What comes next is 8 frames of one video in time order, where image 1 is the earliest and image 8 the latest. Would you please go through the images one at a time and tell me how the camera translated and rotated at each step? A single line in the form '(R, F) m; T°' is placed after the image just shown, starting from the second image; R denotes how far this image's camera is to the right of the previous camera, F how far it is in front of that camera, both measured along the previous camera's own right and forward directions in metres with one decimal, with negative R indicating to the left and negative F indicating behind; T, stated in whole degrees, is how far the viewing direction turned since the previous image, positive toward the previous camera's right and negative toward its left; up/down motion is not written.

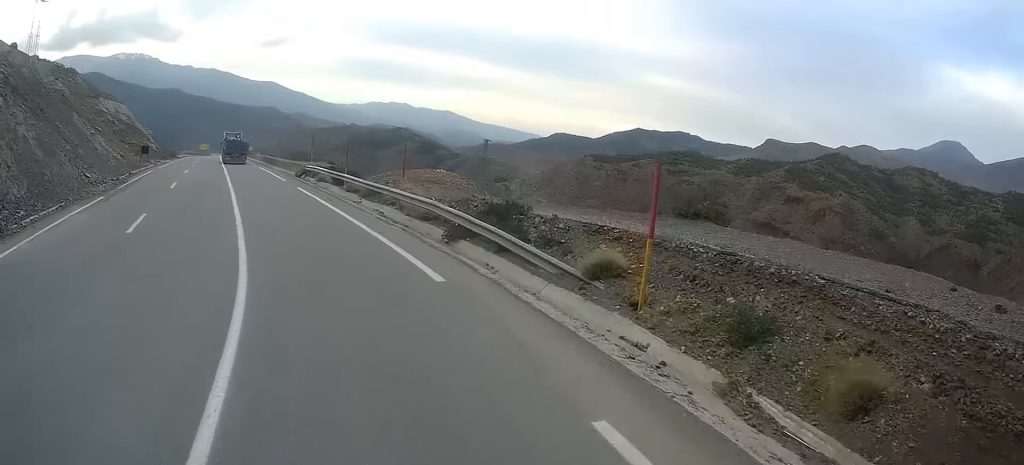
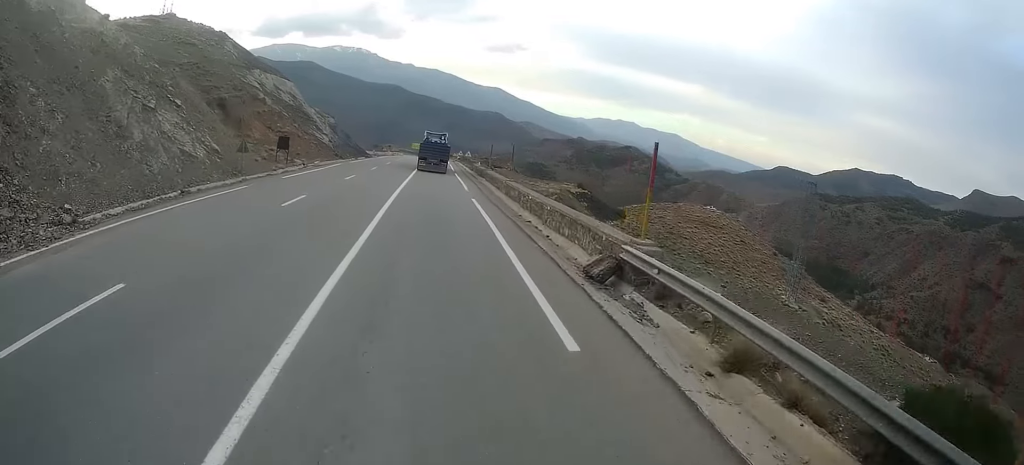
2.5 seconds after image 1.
(-5.8, +26.9) m; -20°
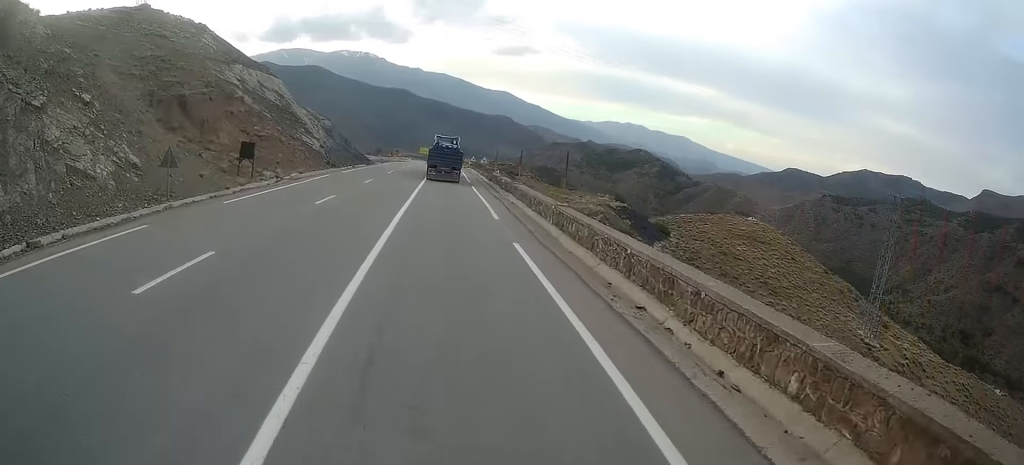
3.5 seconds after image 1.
(-0.3, +11.0) m; 0°
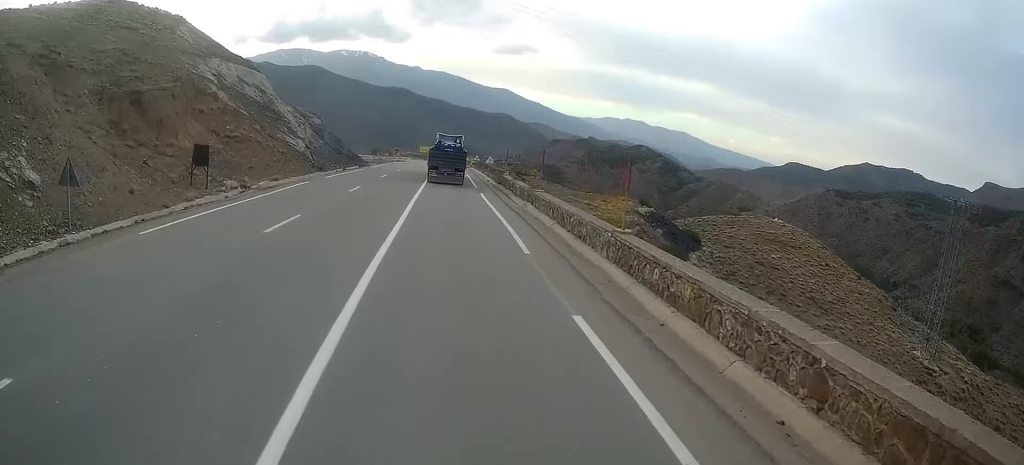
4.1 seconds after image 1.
(+0.2, +7.0) m; 0°
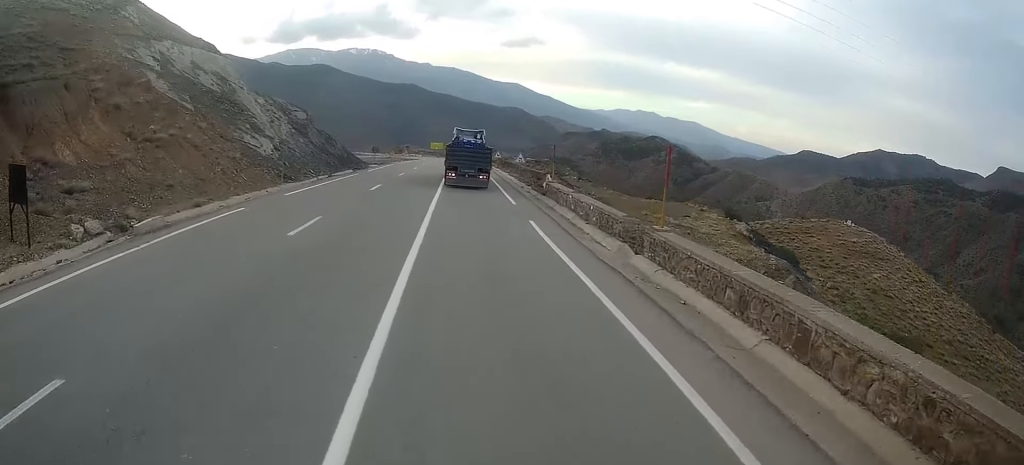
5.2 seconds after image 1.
(-0.2, +14.0) m; -3°
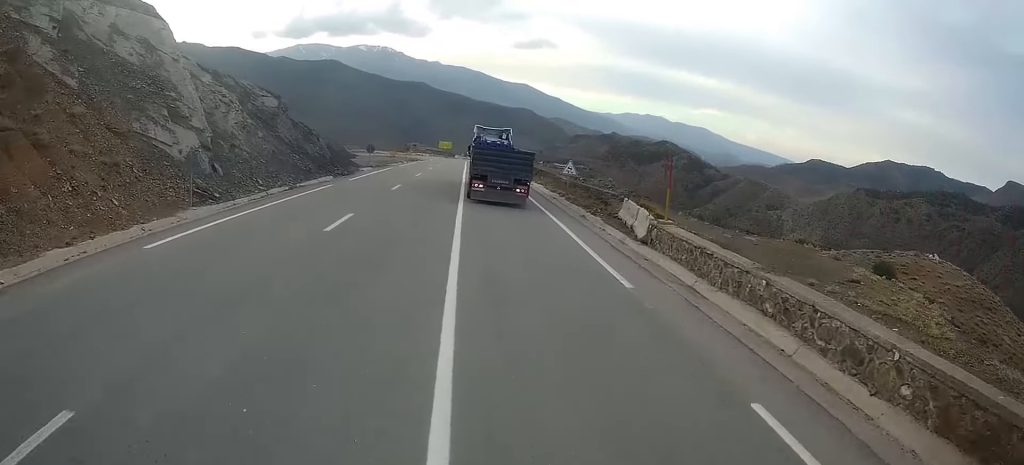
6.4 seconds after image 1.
(-0.4, +14.6) m; -2°
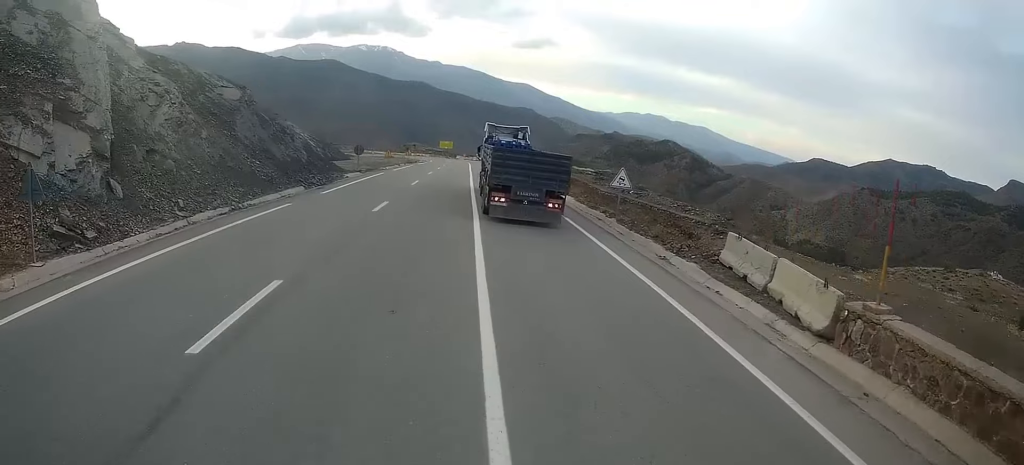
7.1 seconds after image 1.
(0.0, +9.4) m; 0°
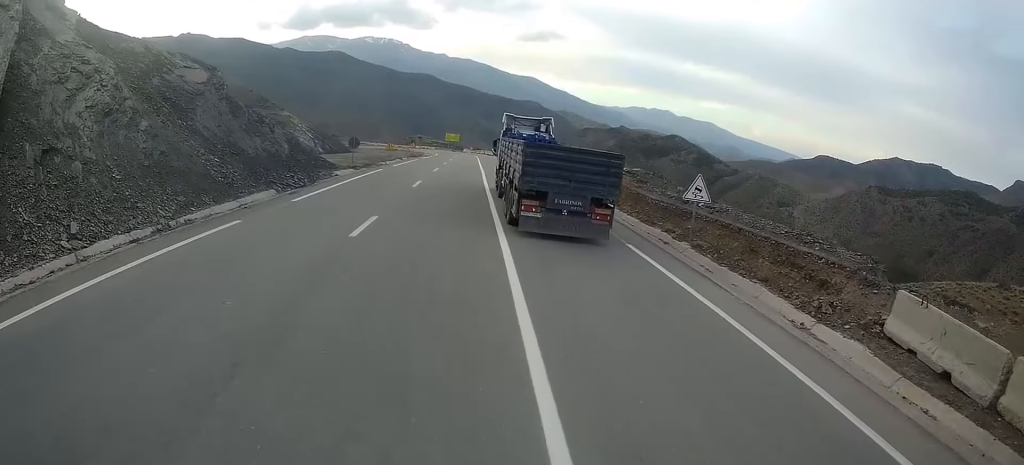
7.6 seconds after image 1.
(0.0, +6.8) m; 0°
